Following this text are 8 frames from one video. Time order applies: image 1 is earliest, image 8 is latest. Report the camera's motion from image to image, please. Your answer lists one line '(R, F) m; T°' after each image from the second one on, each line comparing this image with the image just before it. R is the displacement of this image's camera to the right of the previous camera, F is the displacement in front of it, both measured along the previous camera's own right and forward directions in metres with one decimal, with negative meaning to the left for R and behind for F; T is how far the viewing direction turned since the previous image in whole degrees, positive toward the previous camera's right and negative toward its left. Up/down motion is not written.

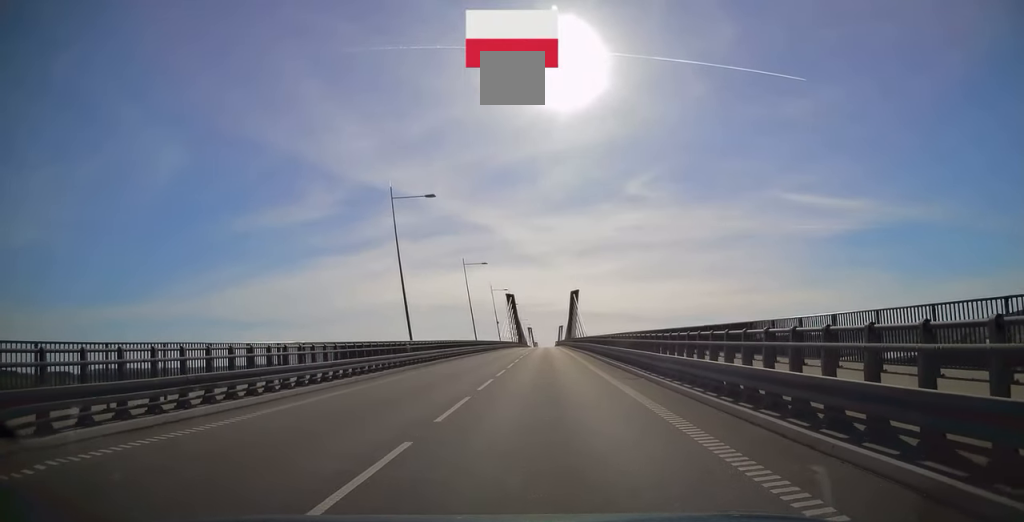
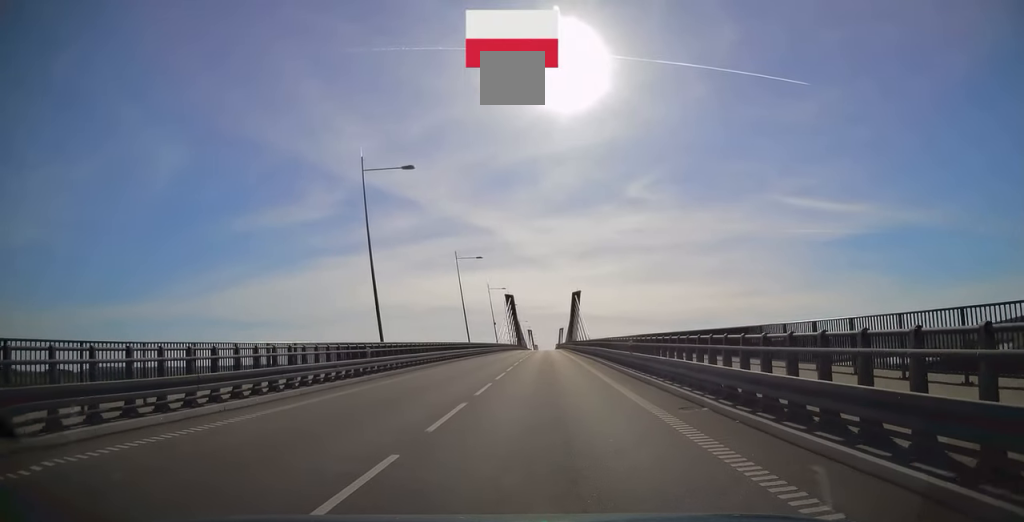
(-0.2, +6.9) m; 0°
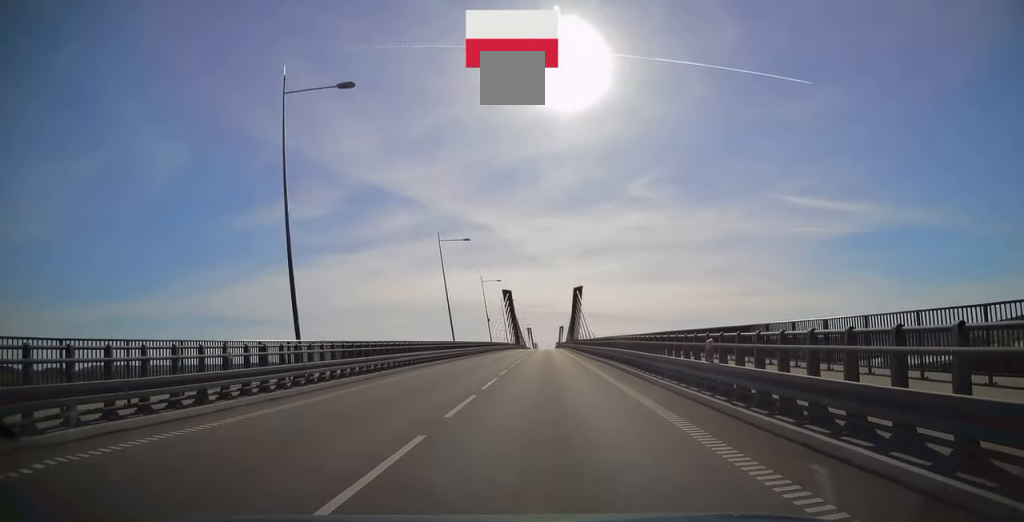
(+0.3, +10.8) m; 0°
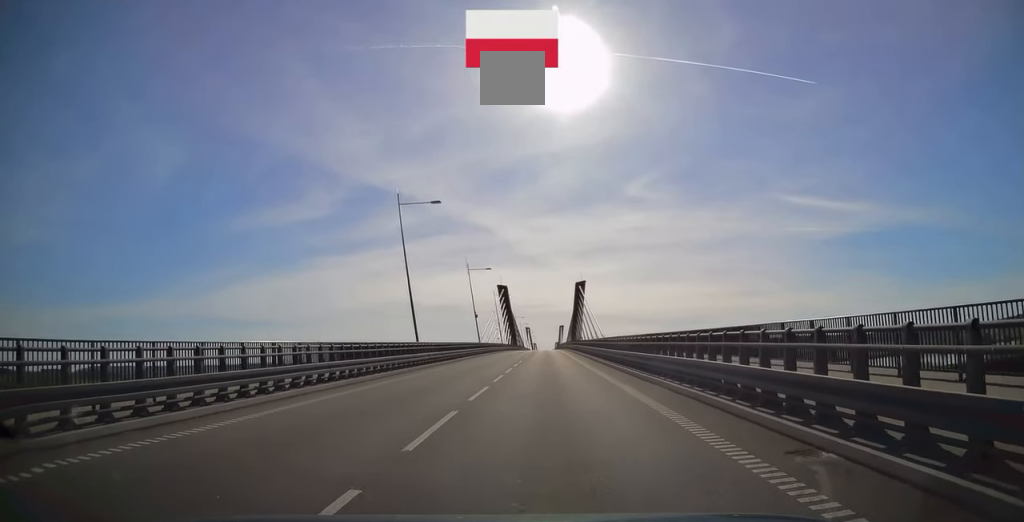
(0.0, +15.2) m; 0°
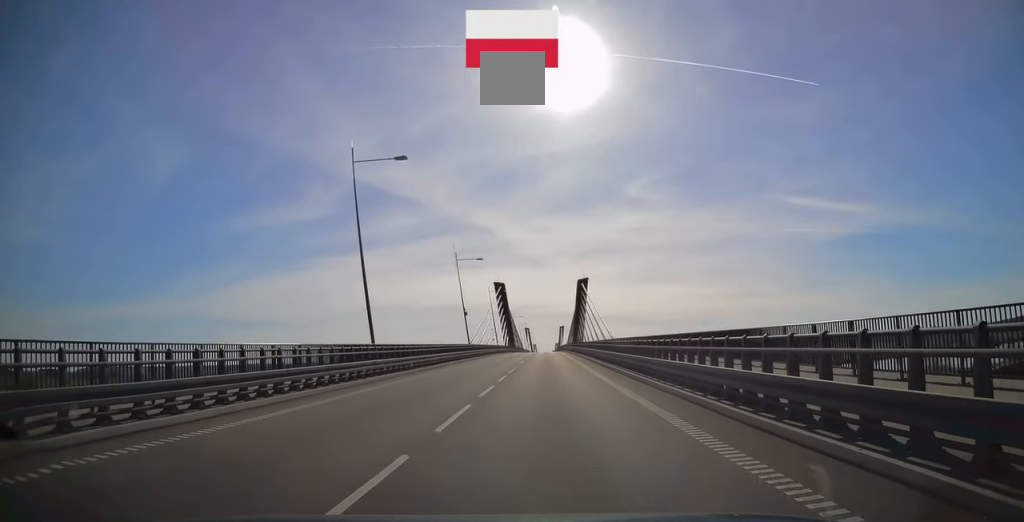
(-0.2, +10.0) m; 0°
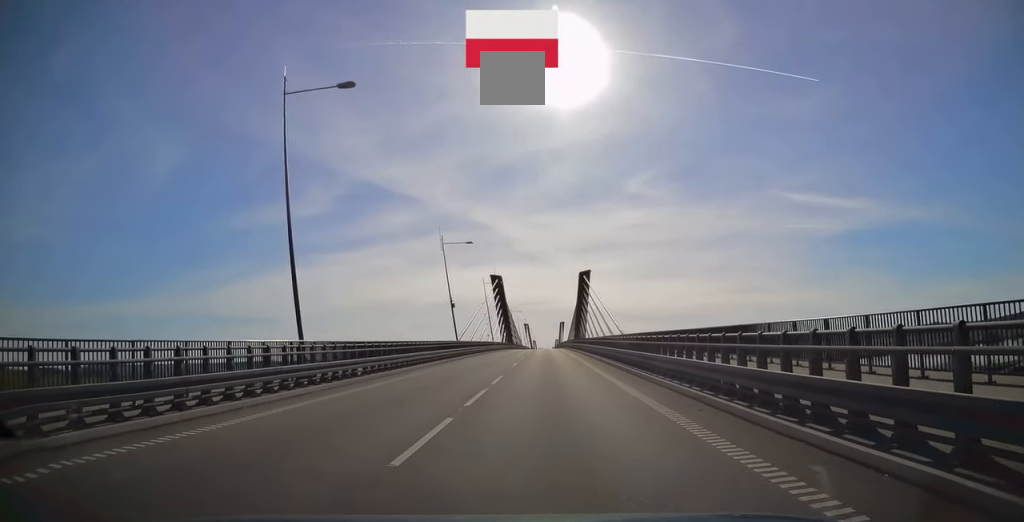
(+0.3, +8.7) m; 0°
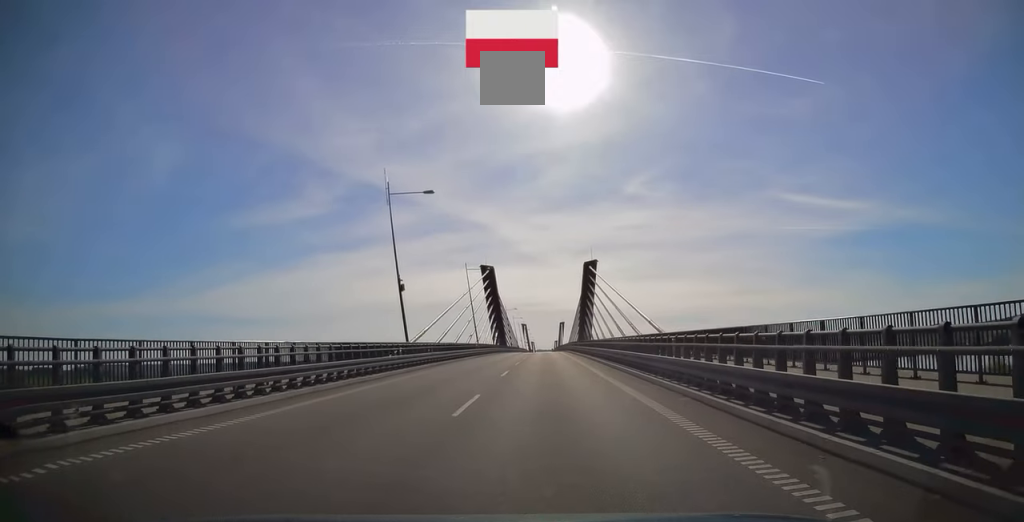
(0.0, +19.6) m; -1°
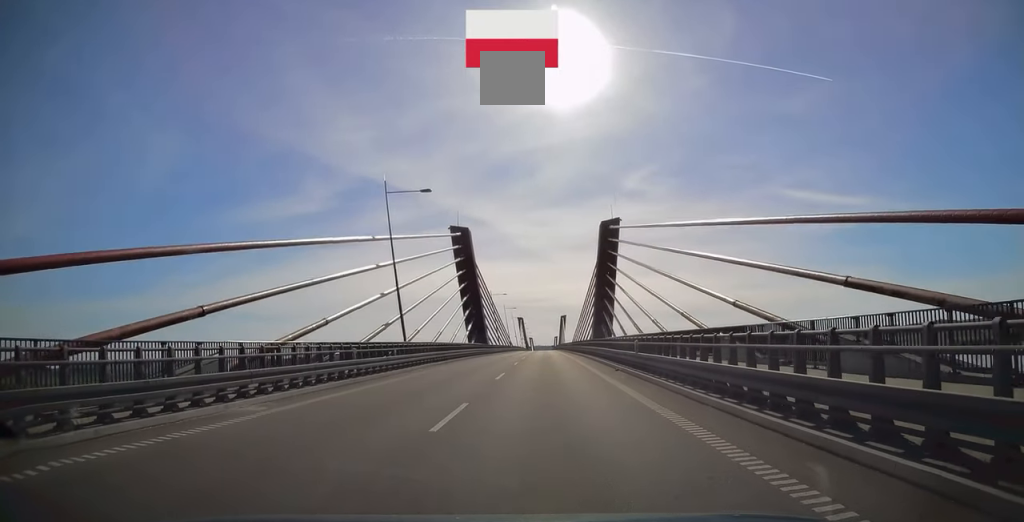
(-0.1, +37.8) m; 0°
